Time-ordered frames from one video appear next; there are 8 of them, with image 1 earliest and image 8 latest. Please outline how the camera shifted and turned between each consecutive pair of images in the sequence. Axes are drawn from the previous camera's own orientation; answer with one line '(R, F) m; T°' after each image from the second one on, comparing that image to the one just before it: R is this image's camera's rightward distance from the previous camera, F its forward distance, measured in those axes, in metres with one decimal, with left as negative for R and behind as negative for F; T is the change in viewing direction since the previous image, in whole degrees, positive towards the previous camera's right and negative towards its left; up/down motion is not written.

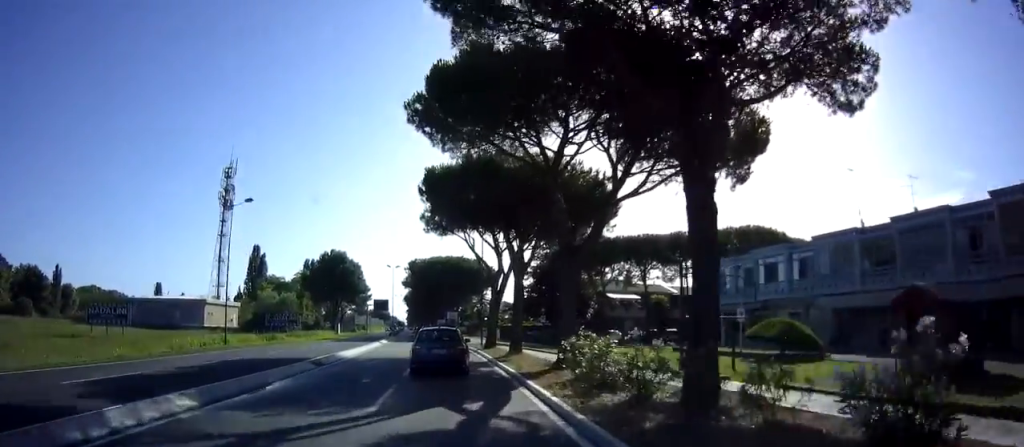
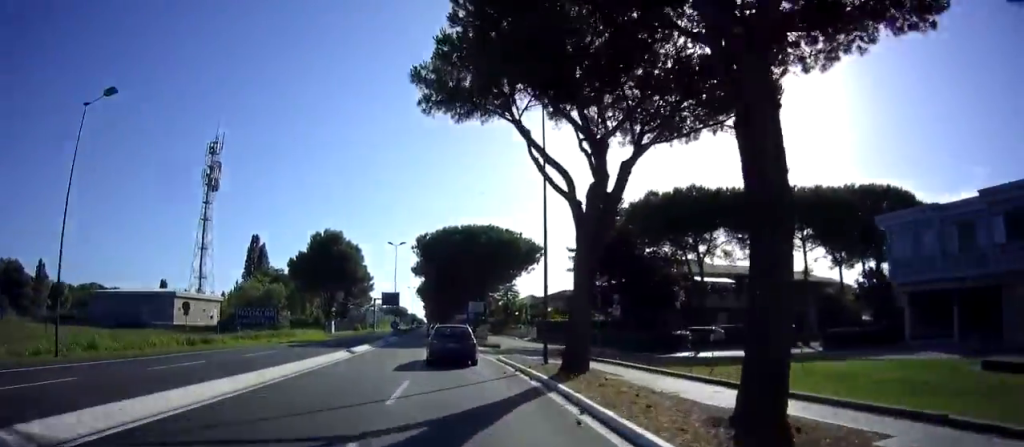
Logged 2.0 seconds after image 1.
(-0.6, +19.9) m; -3°
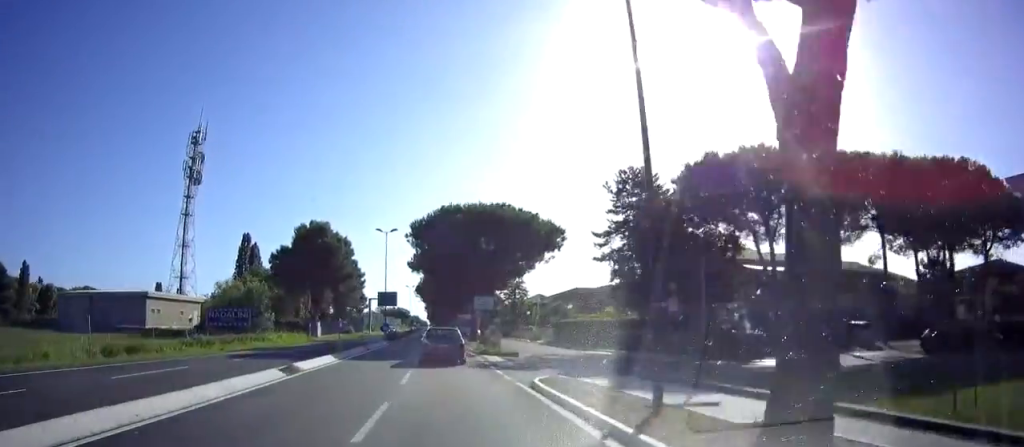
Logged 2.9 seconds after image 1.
(-0.2, +9.7) m; -1°
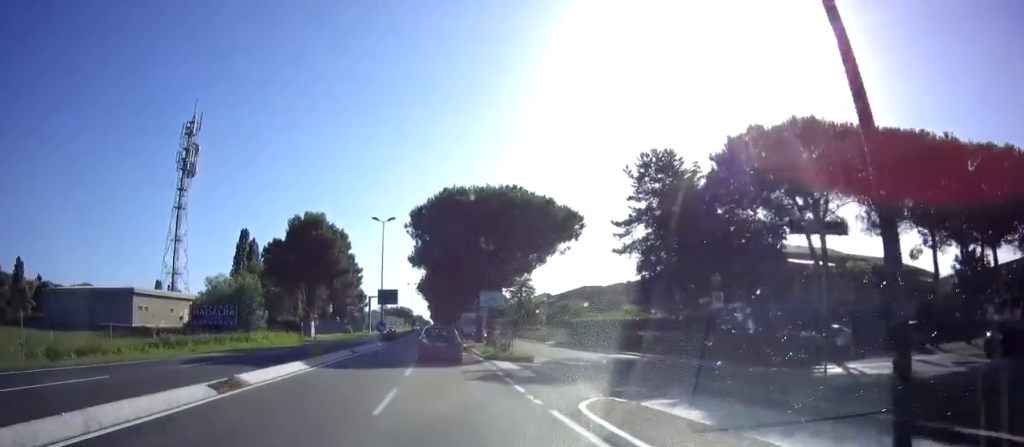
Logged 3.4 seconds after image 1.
(-0.1, +4.6) m; 0°
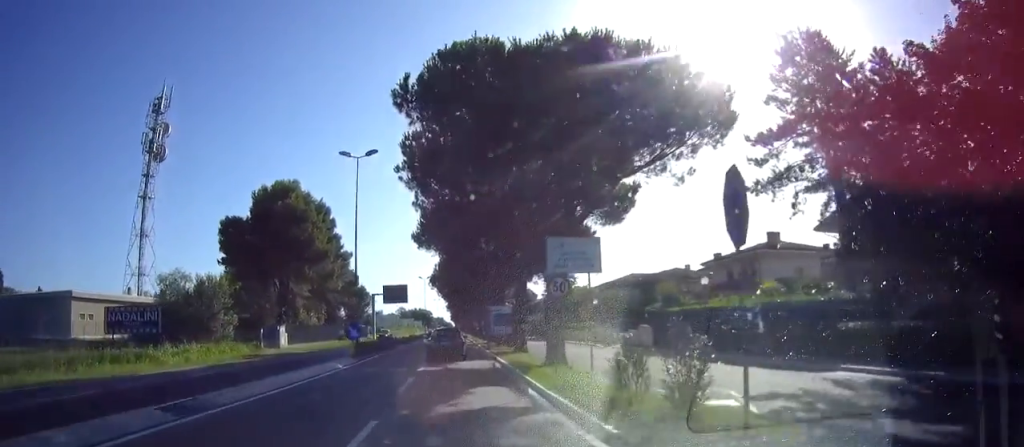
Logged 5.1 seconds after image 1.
(+0.1, +18.7) m; +1°
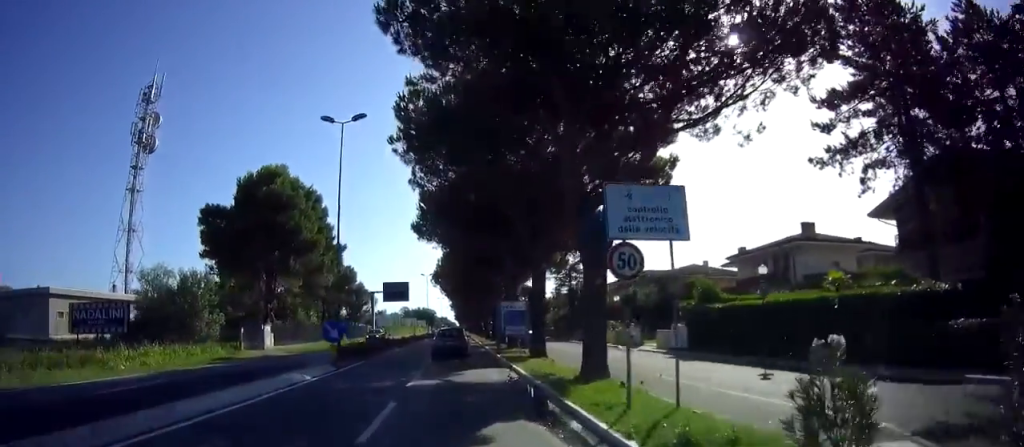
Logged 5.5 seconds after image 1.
(0.0, +4.8) m; 0°
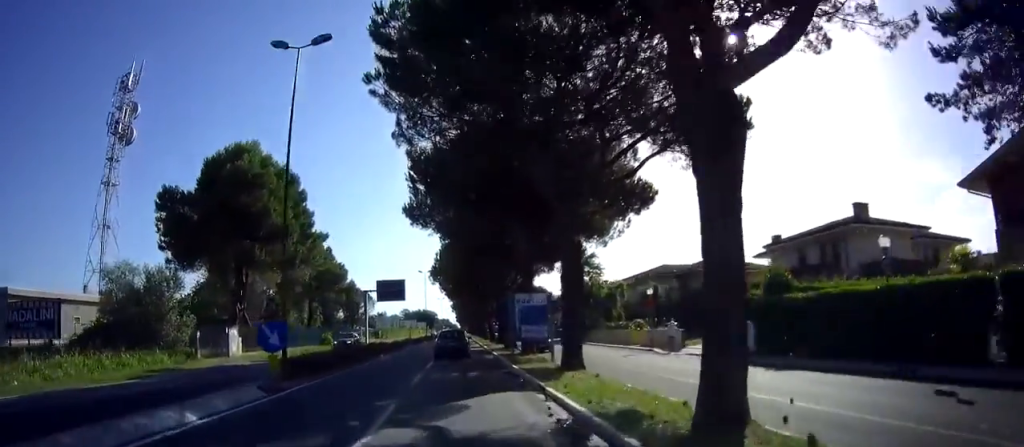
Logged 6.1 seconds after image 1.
(+0.1, +6.9) m; -1°
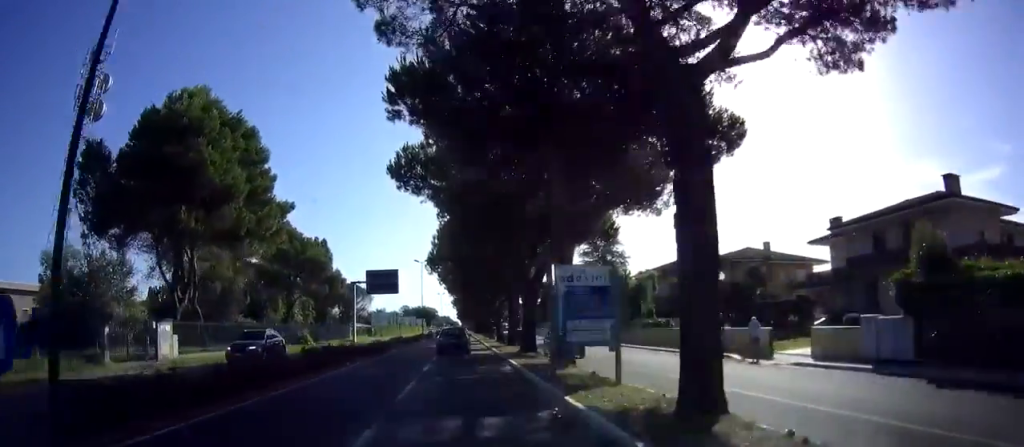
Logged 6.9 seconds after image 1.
(-0.1, +9.1) m; -1°
